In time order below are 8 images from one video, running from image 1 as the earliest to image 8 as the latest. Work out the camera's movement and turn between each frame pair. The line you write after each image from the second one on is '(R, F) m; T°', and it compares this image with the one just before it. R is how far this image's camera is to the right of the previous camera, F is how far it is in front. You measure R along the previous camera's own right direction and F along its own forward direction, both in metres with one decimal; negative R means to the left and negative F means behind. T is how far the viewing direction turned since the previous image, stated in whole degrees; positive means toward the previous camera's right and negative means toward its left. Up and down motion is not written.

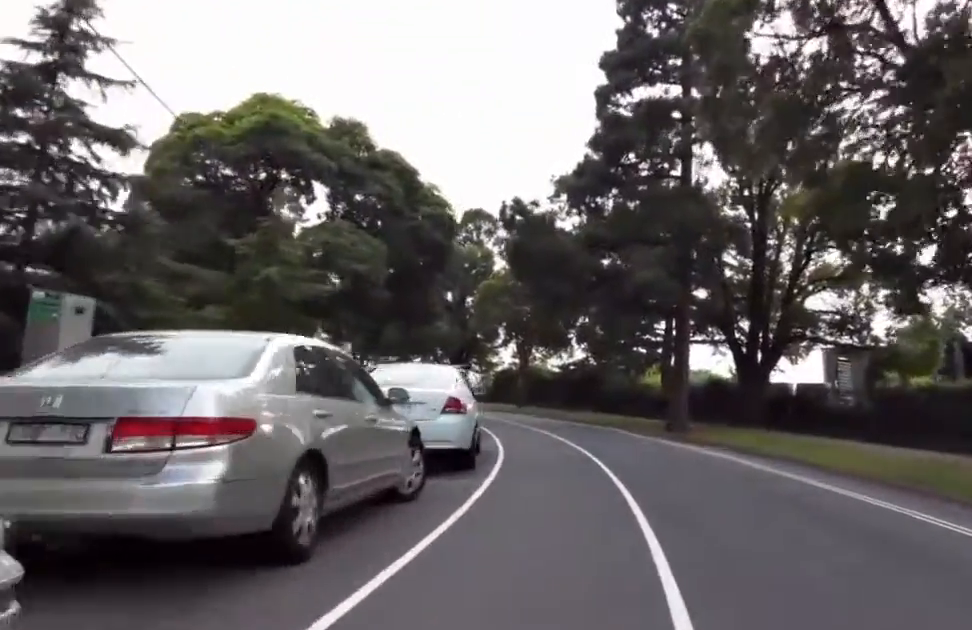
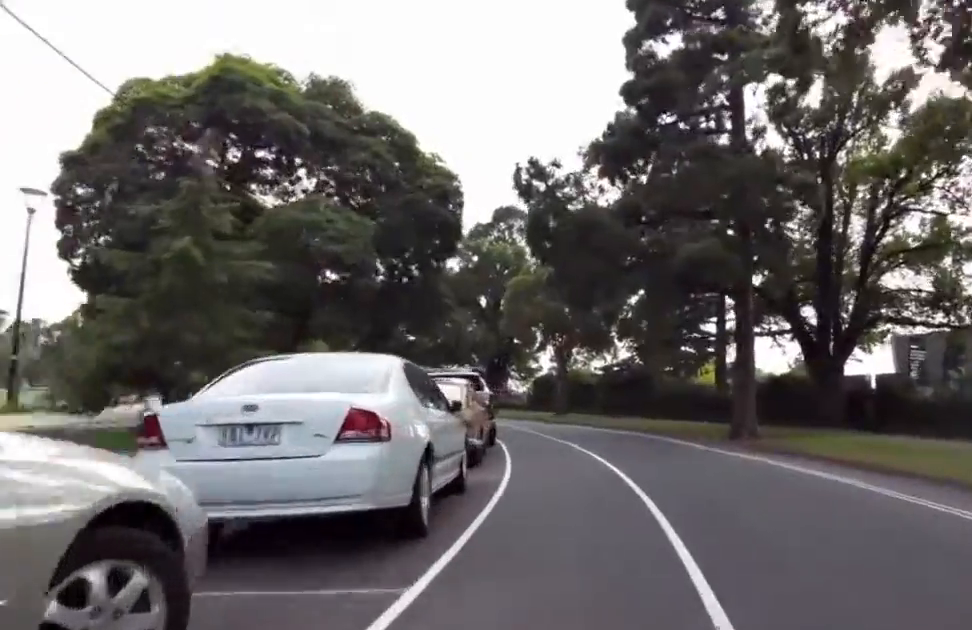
(+0.2, +4.9) m; -13°
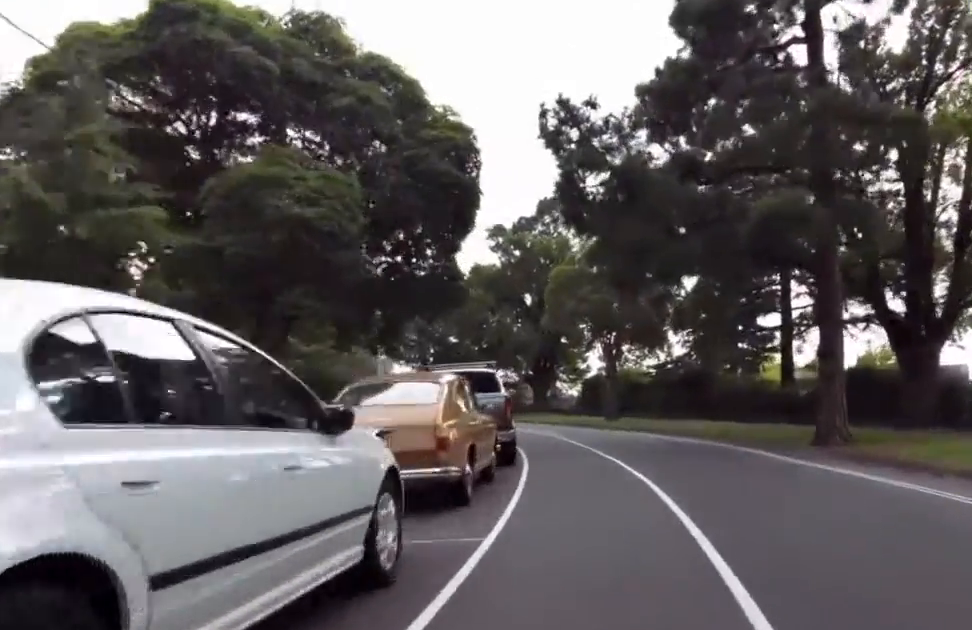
(-1.2, +4.3) m; -5°
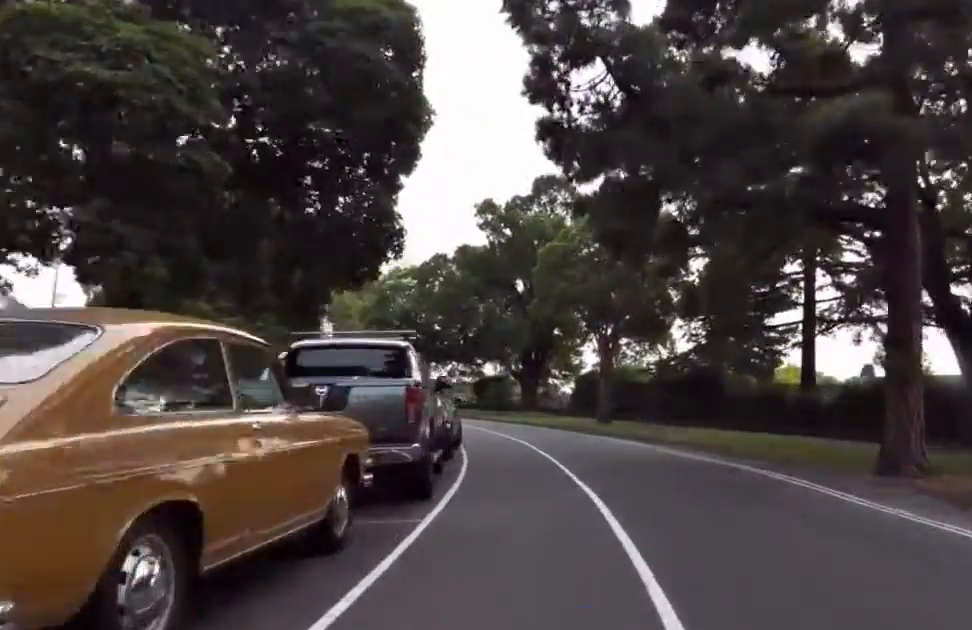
(0.0, +5.4) m; -2°
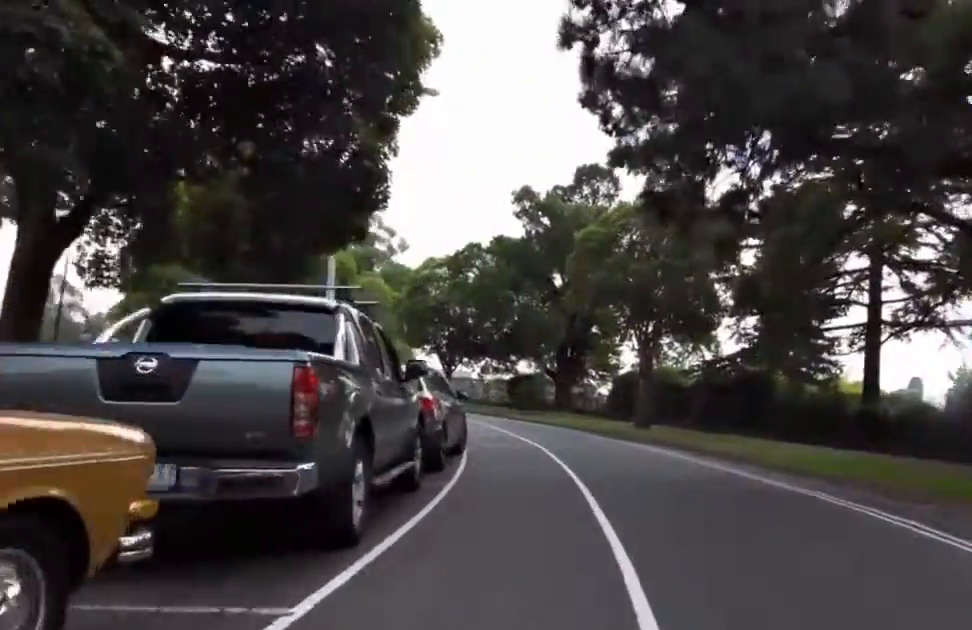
(+0.4, +3.4) m; 0°
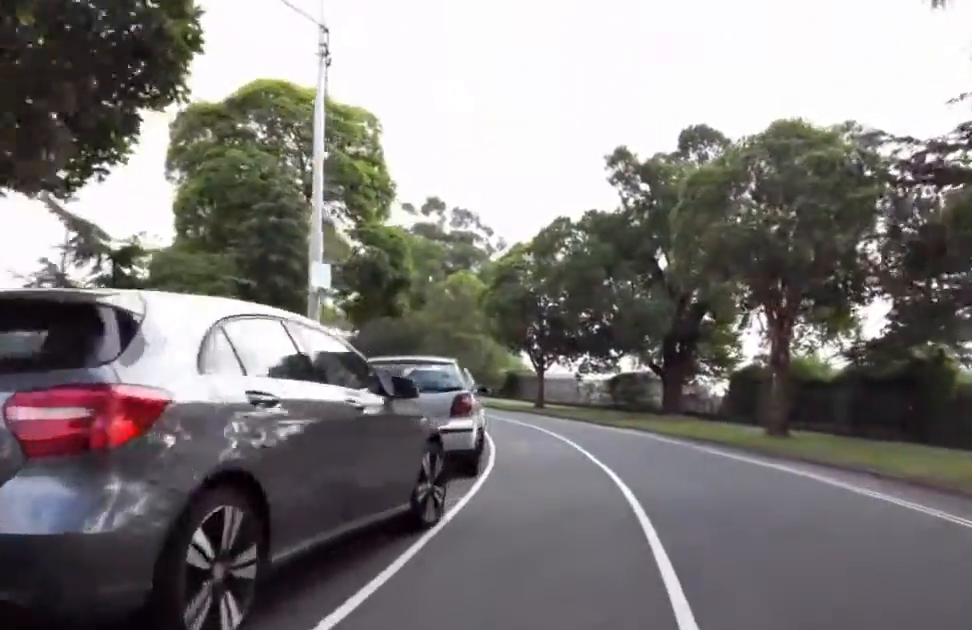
(-1.1, +8.0) m; -8°
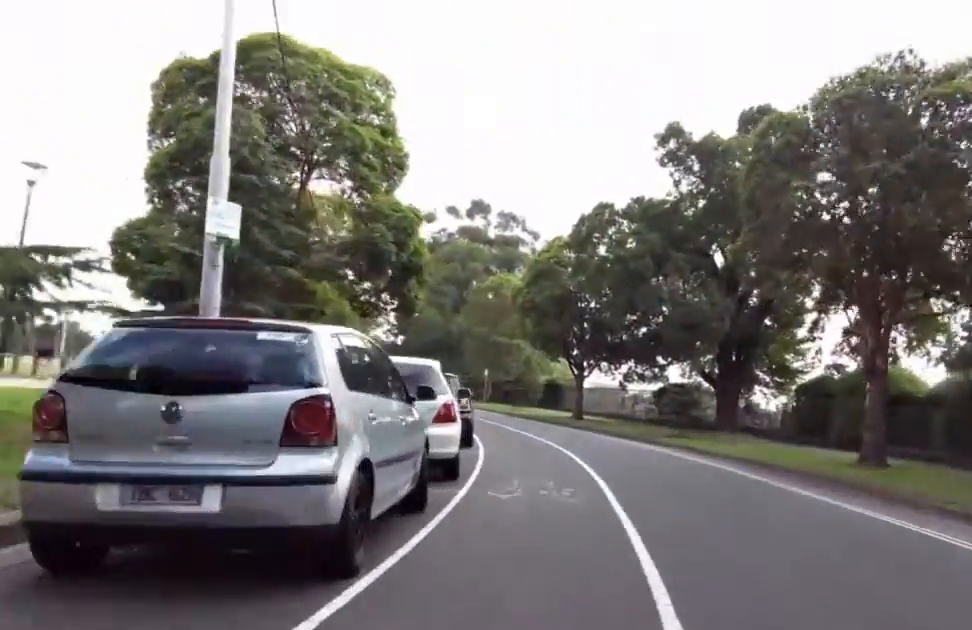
(0.0, +5.1) m; 0°
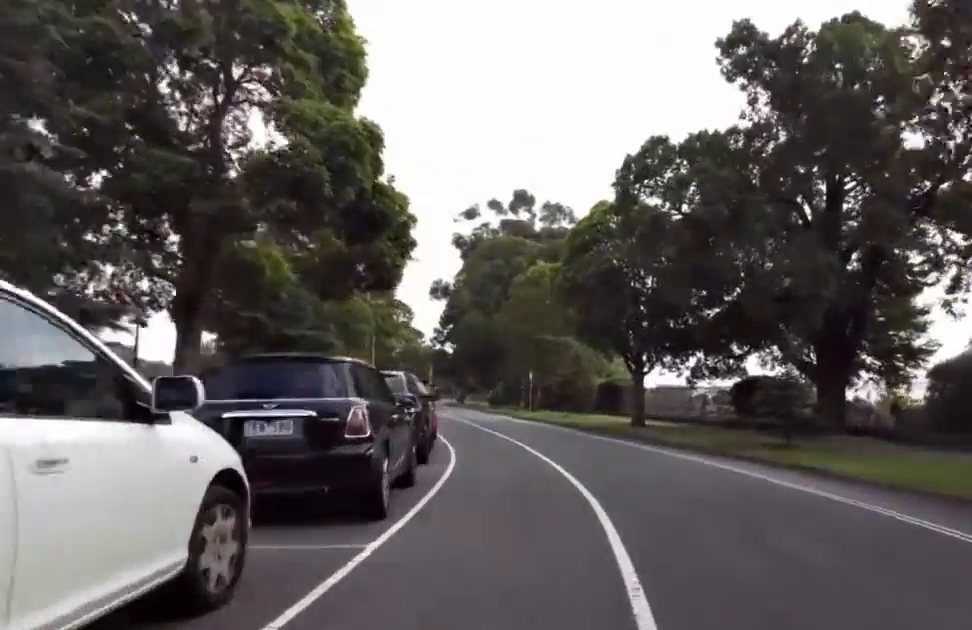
(0.0, +8.4) m; -3°
